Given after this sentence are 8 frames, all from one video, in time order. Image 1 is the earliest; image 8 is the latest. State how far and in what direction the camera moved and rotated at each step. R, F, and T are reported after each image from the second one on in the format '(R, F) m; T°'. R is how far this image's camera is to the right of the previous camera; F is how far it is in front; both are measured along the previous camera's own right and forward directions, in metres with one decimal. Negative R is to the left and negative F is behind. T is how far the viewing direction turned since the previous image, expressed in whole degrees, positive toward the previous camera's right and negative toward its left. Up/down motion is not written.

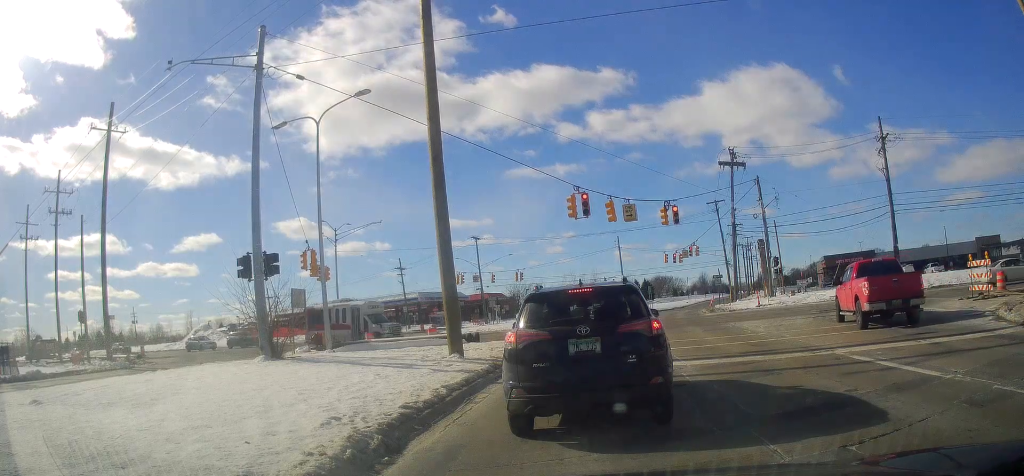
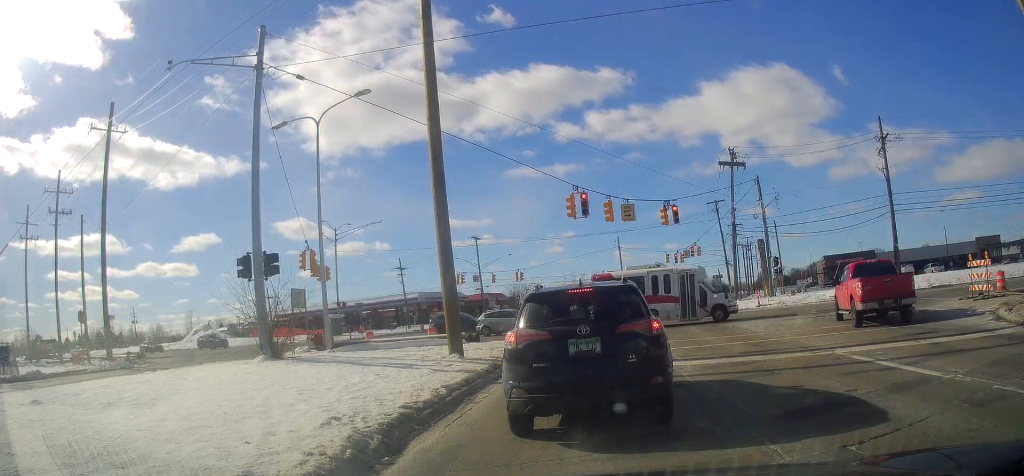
(0.0, 0.0) m; 0°
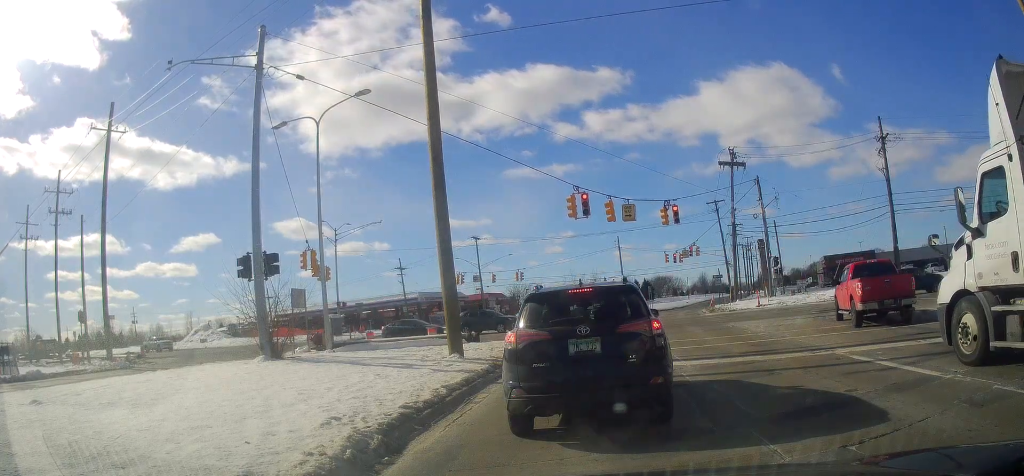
(0.0, 0.0) m; 0°
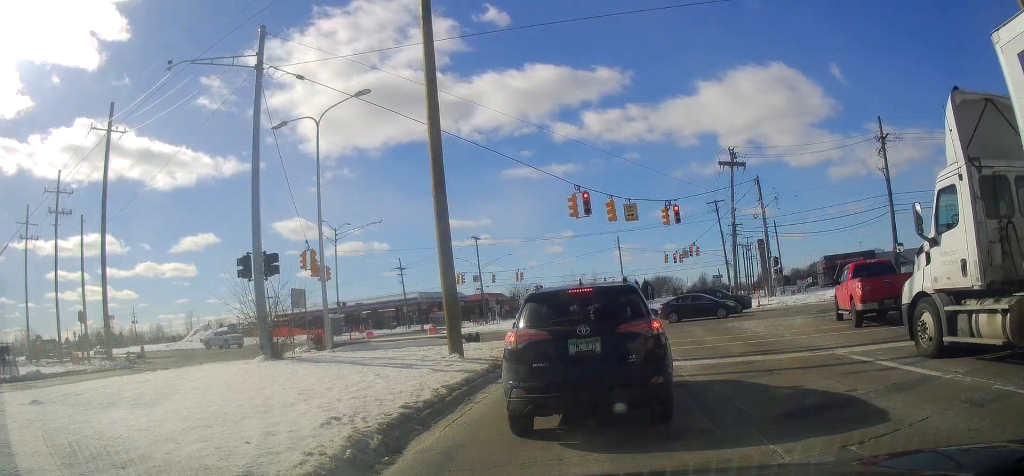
(0.0, 0.0) m; 0°
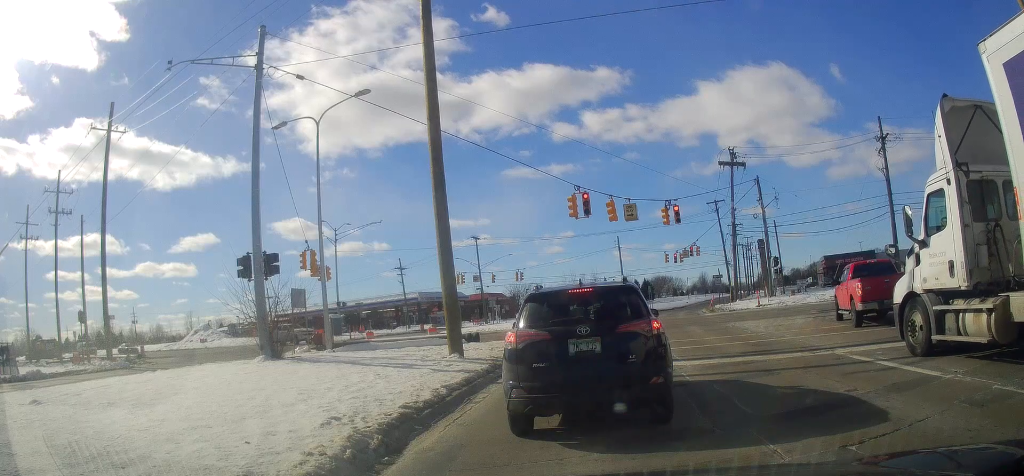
(0.0, 0.0) m; 0°
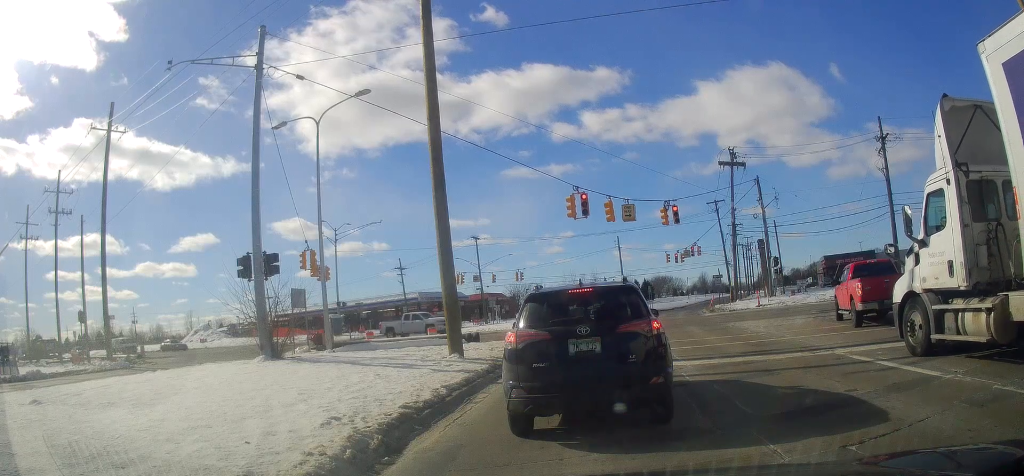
(0.0, 0.0) m; 0°
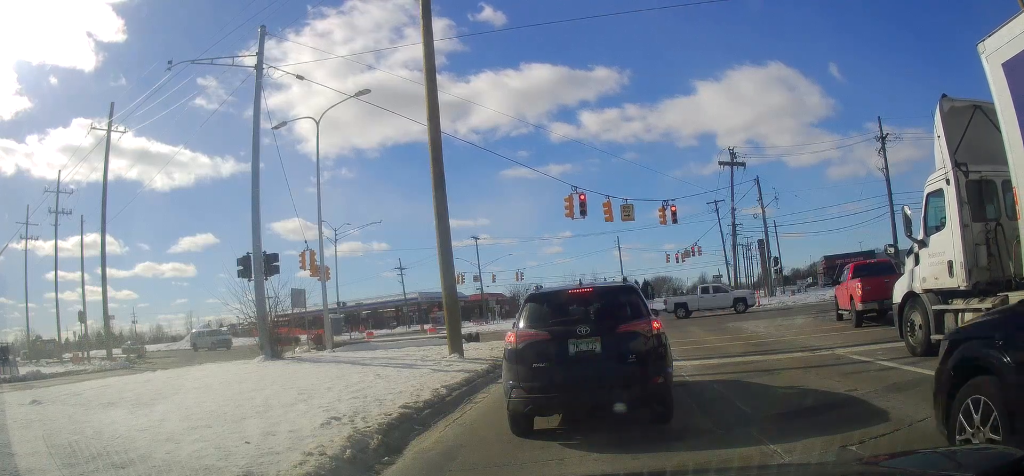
(0.0, 0.0) m; 0°
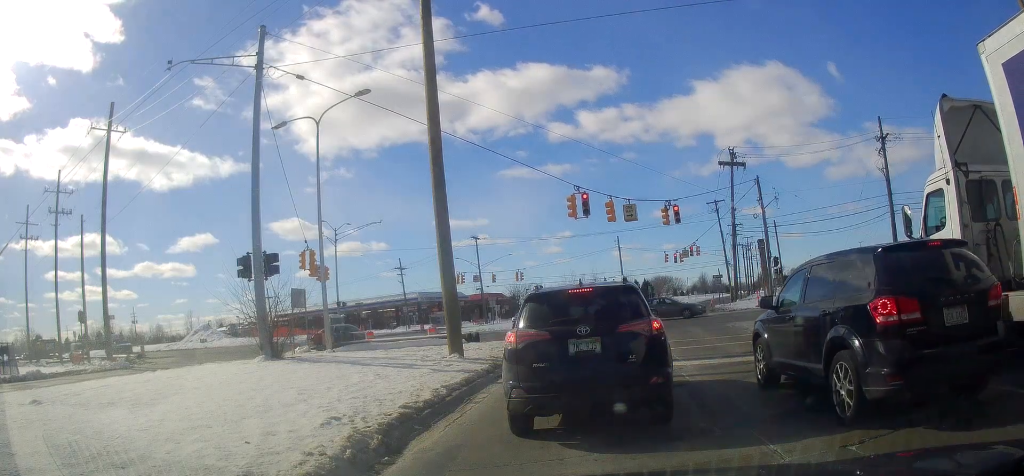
(0.0, 0.0) m; 0°
